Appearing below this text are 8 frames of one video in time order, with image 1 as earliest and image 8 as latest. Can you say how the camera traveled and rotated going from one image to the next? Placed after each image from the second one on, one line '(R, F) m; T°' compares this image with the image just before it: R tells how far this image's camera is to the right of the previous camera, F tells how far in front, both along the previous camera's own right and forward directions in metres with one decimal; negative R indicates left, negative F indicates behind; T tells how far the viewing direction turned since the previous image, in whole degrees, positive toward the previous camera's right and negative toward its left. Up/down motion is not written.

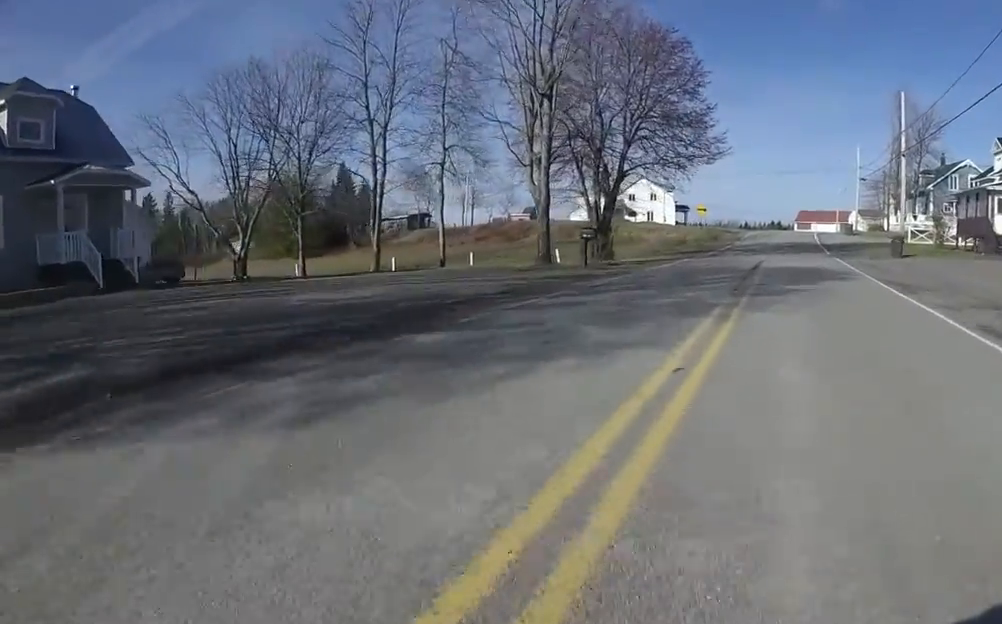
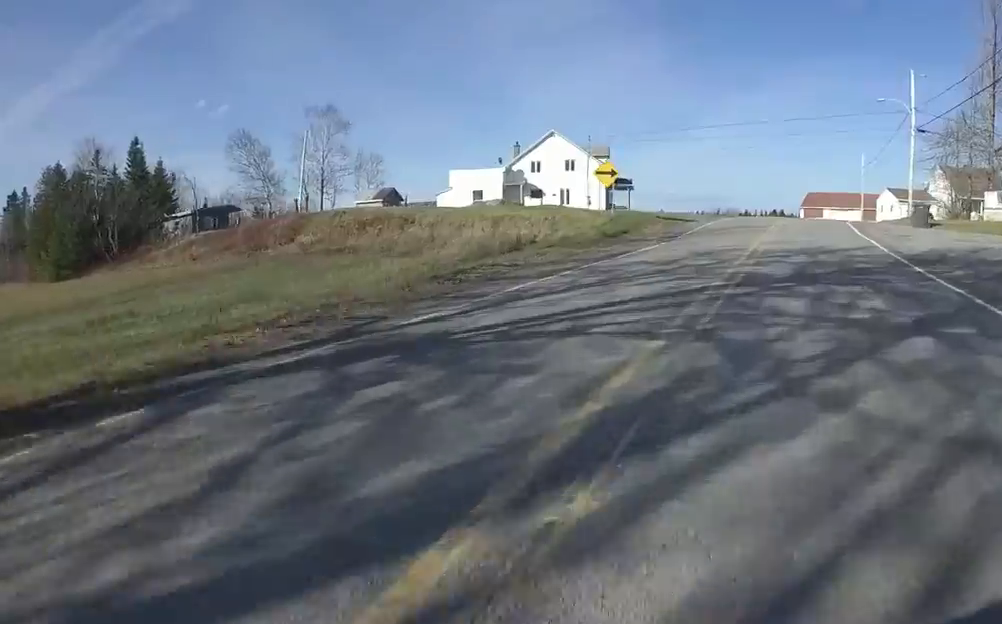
(+1.7, +28.4) m; +9°
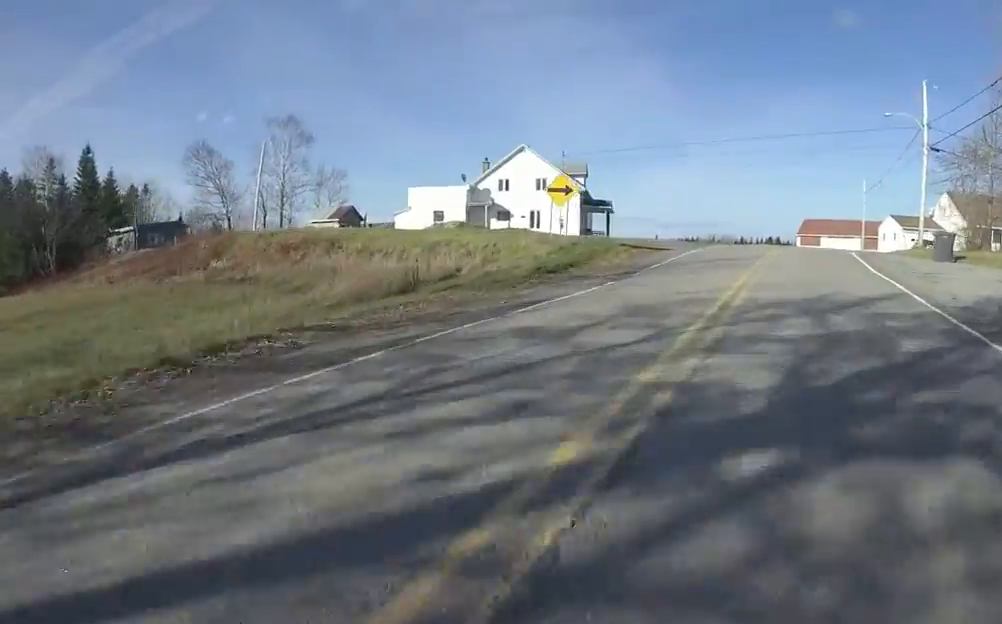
(-0.4, +4.5) m; -5°
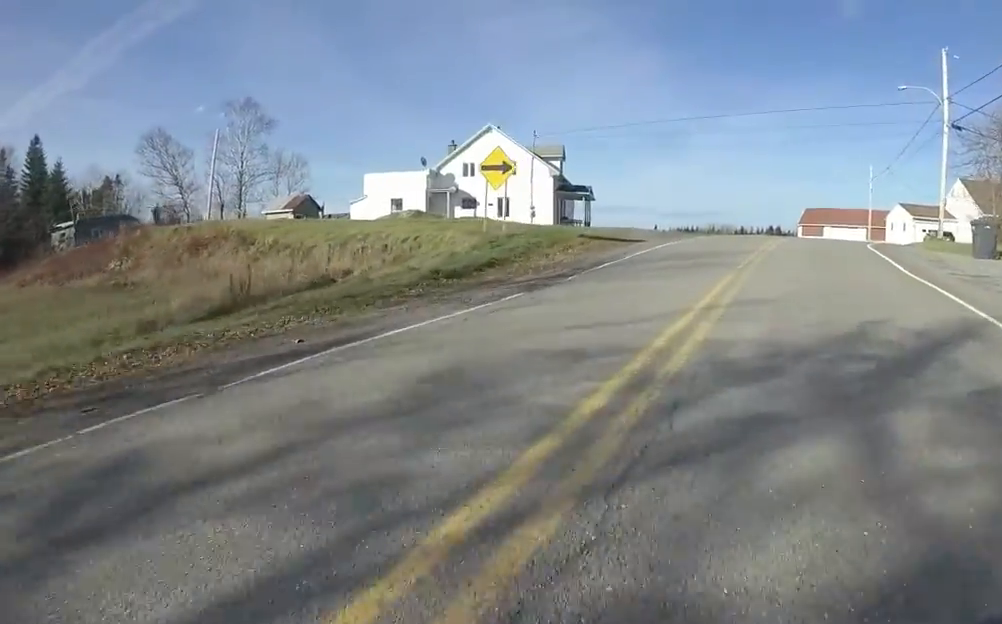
(-0.2, +4.3) m; -2°
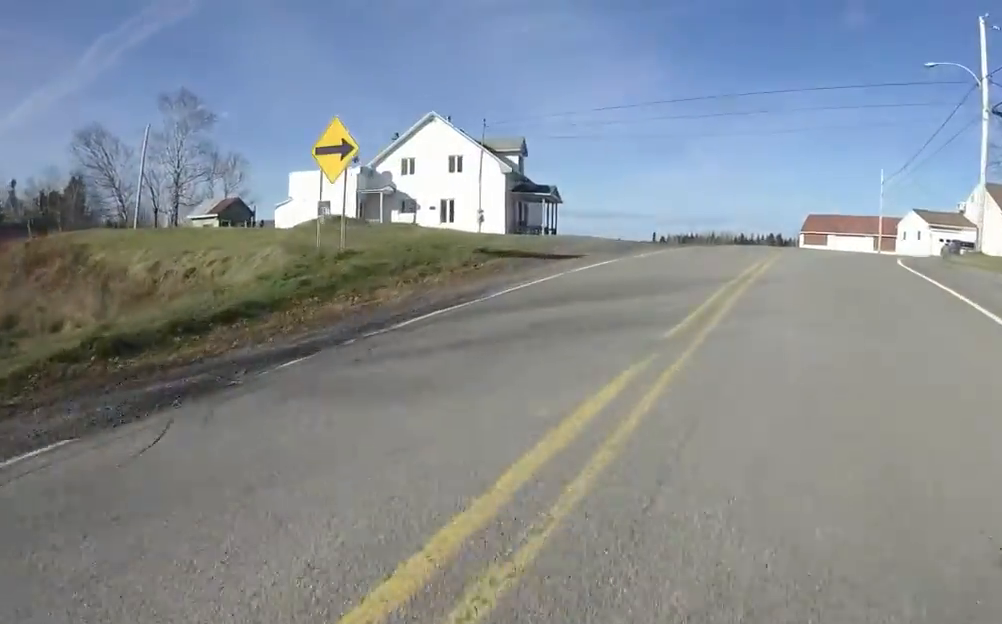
(-0.3, +5.7) m; +4°
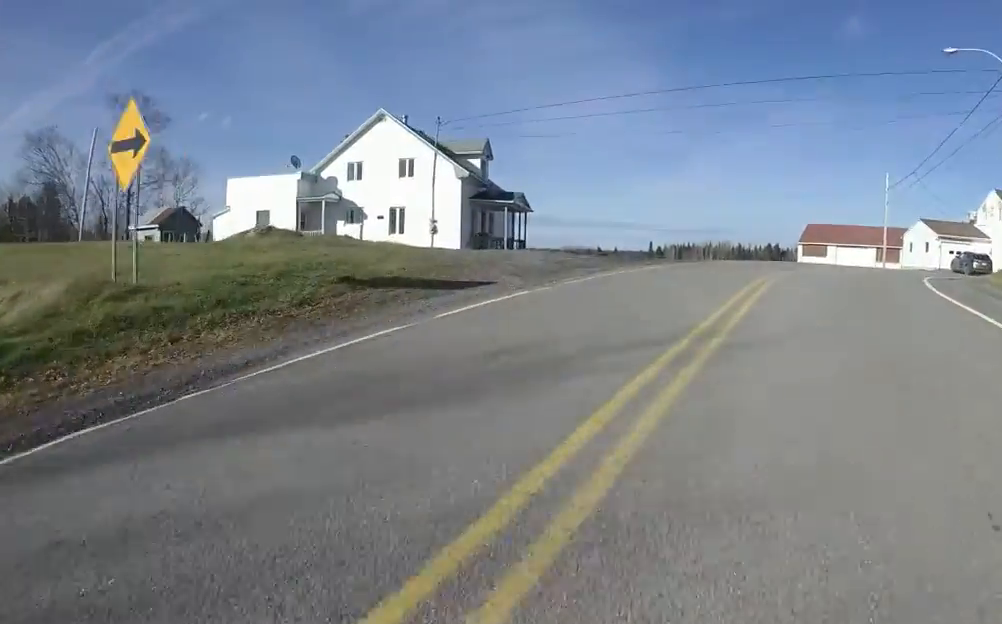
(+0.5, +3.6) m; +1°
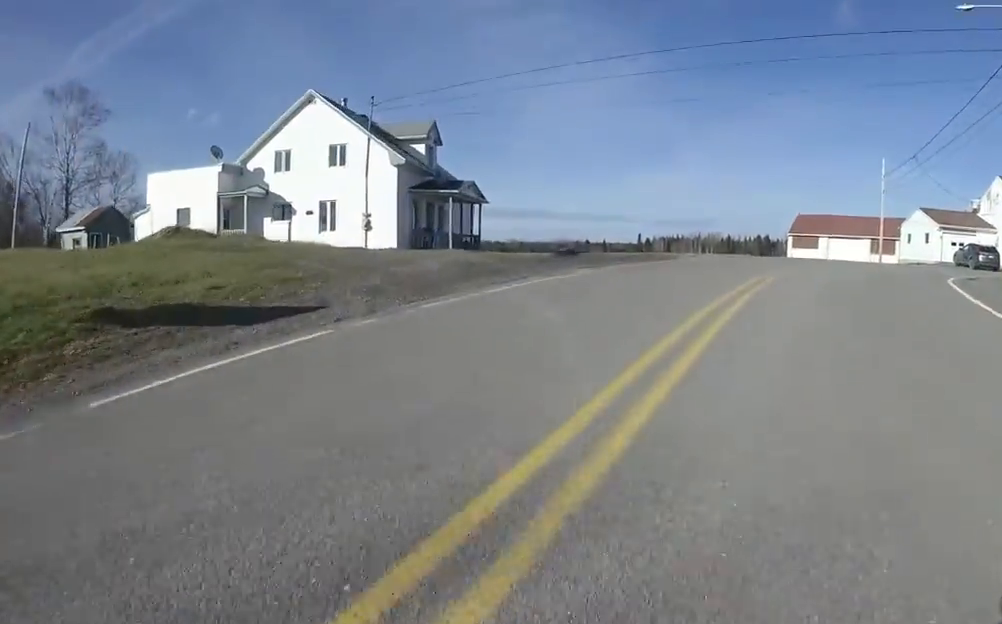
(+0.2, +3.4) m; +2°
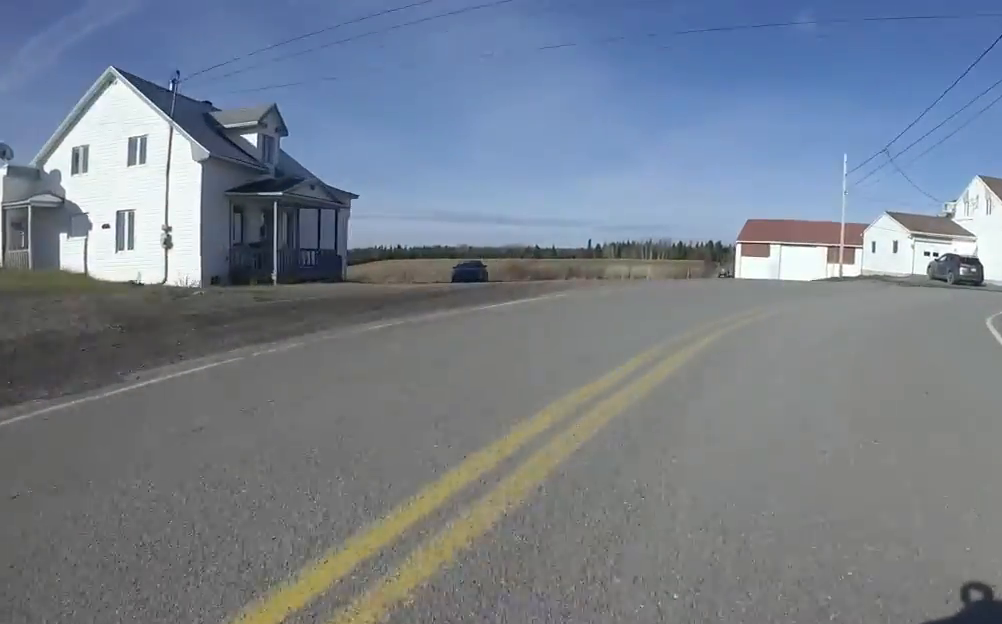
(-0.4, +6.1) m; +12°
